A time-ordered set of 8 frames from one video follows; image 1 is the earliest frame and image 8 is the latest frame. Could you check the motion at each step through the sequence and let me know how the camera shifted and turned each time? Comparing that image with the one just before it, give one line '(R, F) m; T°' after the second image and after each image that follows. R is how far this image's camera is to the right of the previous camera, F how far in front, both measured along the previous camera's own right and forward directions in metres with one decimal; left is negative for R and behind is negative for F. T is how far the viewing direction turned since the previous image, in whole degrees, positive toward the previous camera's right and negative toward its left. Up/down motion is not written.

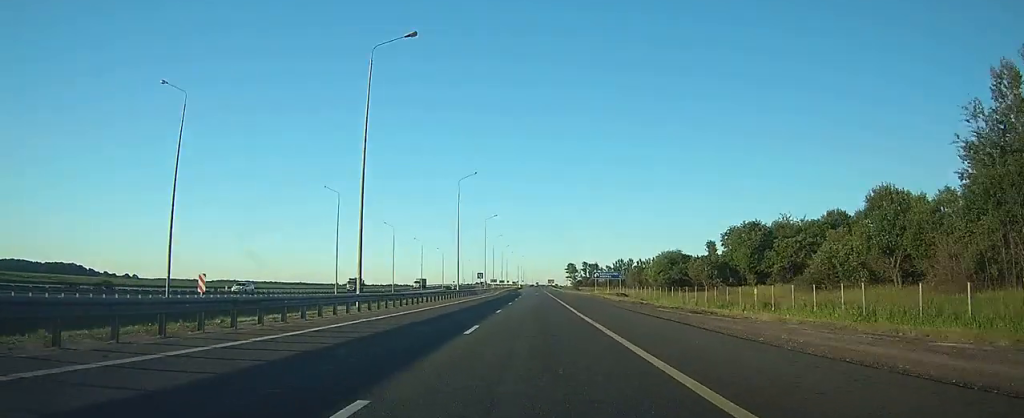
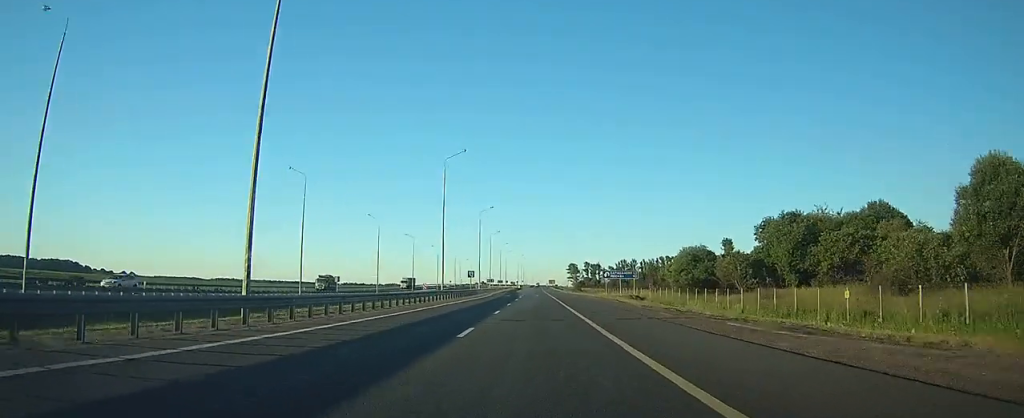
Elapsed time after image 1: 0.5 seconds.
(0.0, +12.9) m; 0°
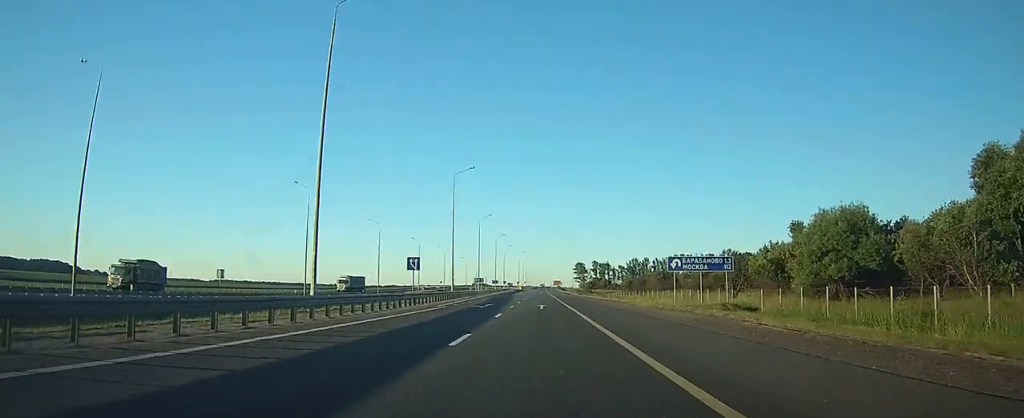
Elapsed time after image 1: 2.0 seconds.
(0.0, +37.7) m; 0°
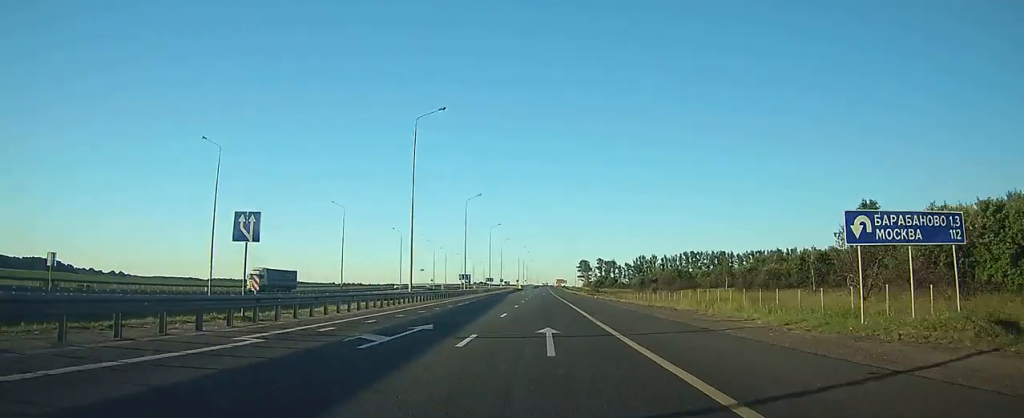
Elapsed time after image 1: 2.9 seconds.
(+0.1, +24.0) m; 0°
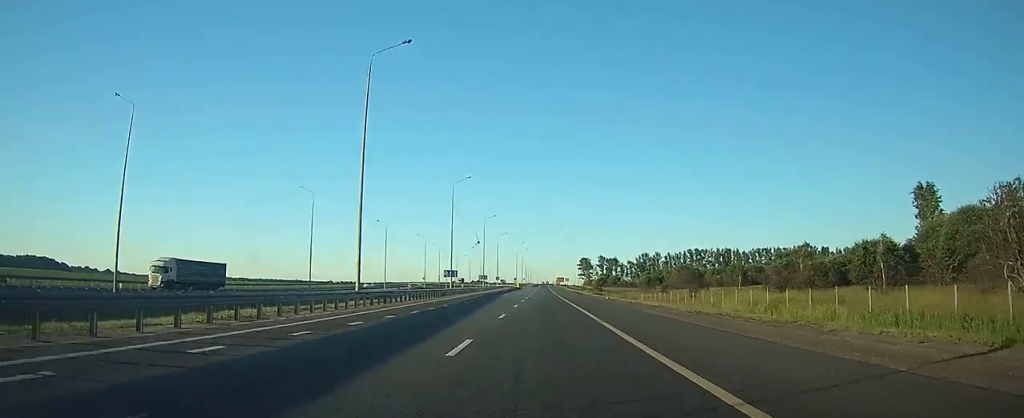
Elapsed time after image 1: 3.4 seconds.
(0.0, +13.7) m; 0°
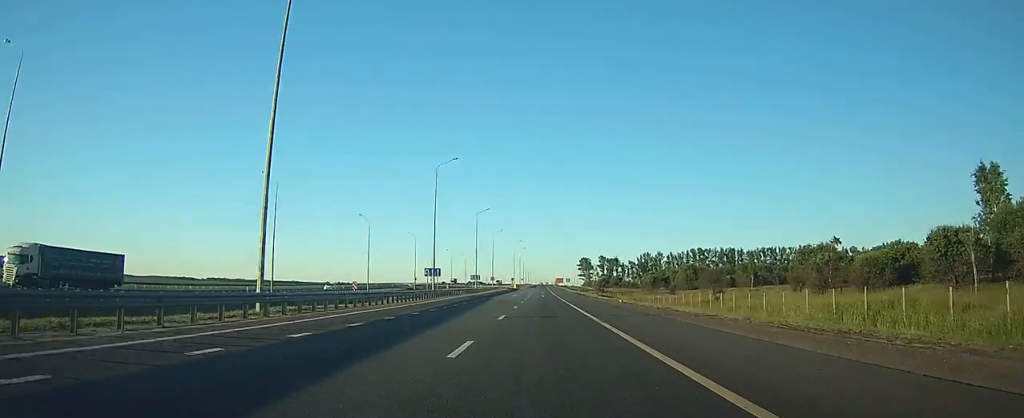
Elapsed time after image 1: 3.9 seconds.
(0.0, +12.0) m; 0°
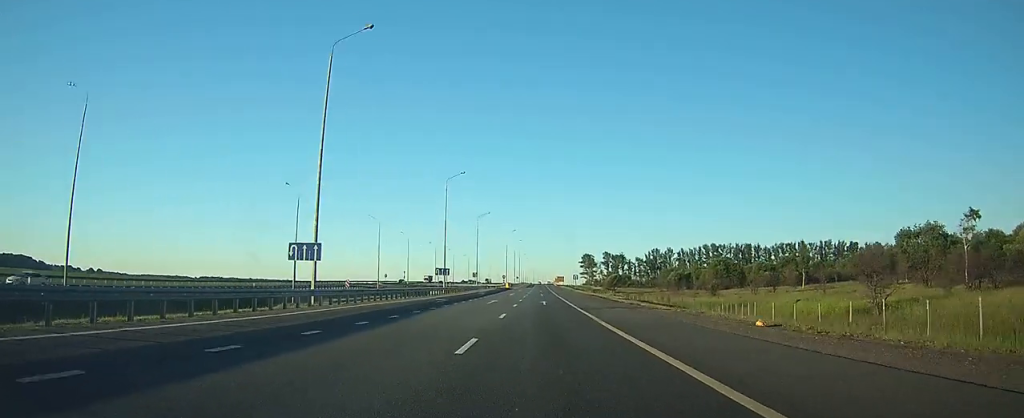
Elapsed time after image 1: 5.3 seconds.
(0.0, +35.3) m; 0°
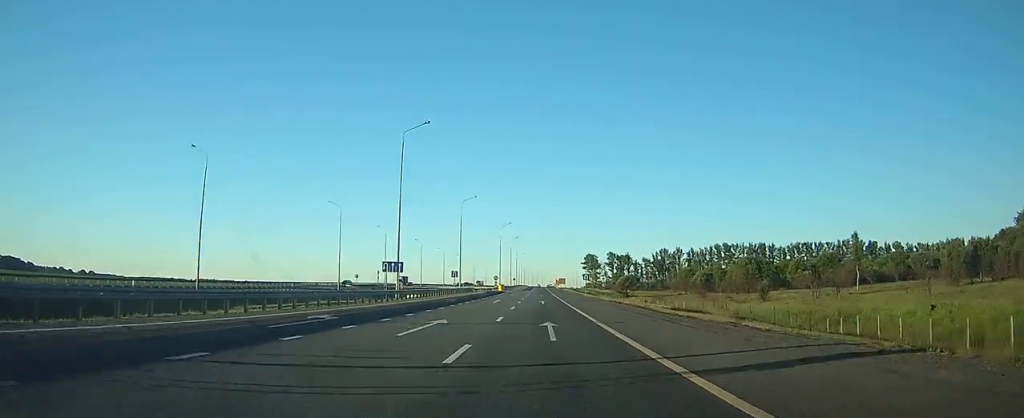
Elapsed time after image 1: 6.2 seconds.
(+0.1, +25.0) m; 0°
